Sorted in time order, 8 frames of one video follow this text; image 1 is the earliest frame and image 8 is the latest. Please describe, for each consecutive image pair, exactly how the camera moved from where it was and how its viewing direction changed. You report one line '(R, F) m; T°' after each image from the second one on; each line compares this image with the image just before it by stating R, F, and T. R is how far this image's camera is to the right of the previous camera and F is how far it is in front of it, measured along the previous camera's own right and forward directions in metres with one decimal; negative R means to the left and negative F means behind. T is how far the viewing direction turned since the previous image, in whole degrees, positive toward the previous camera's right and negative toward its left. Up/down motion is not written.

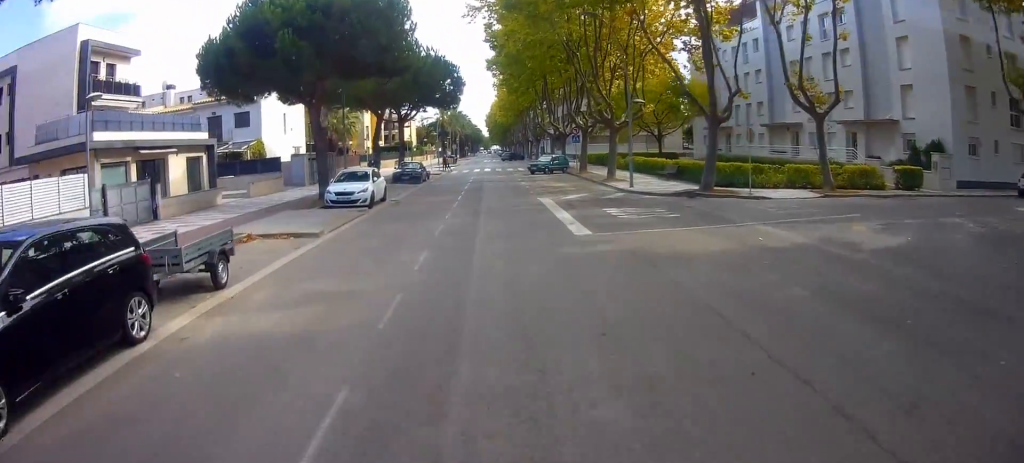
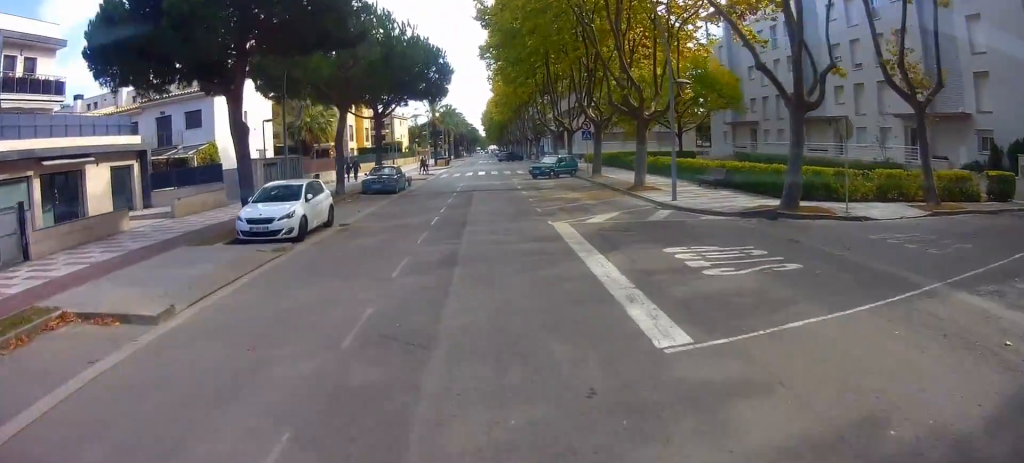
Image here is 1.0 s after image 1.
(+0.3, +5.9) m; +2°
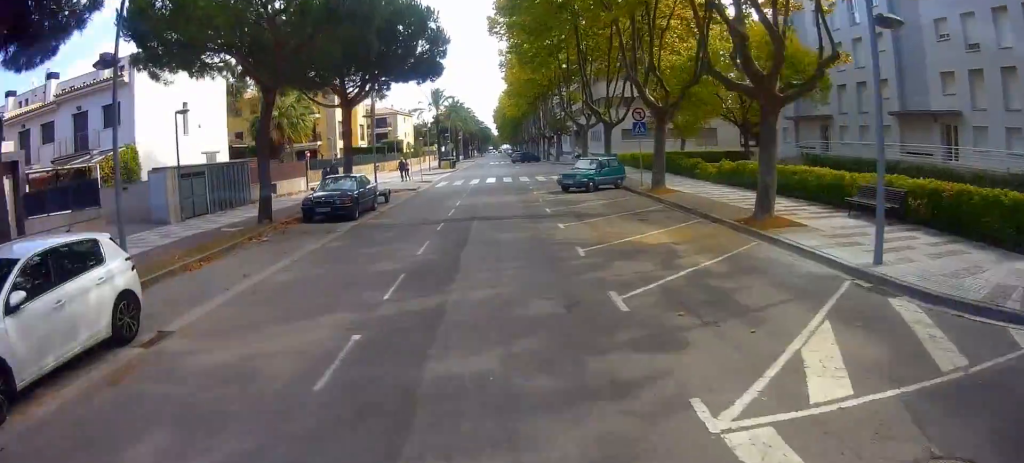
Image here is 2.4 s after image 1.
(-0.2, +9.3) m; -3°
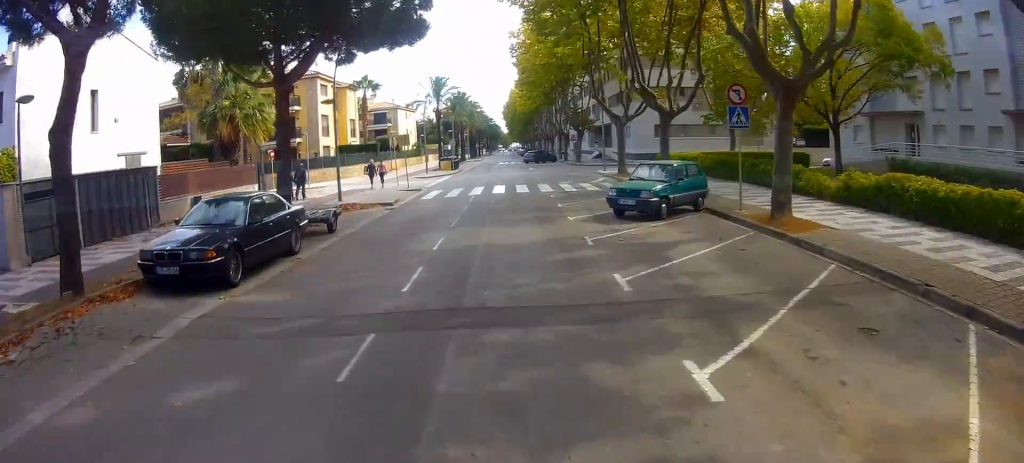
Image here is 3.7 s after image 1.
(-0.5, +9.0) m; -7°
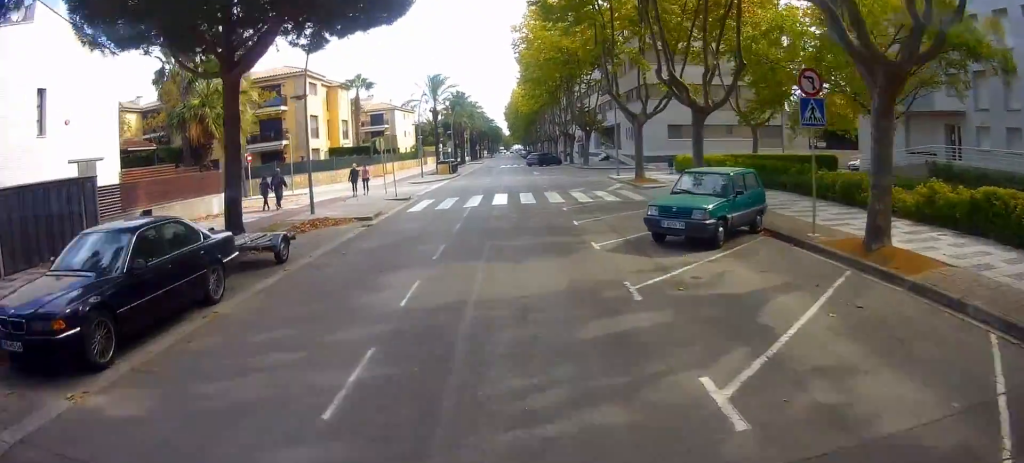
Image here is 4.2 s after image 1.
(-0.5, +3.7) m; 0°
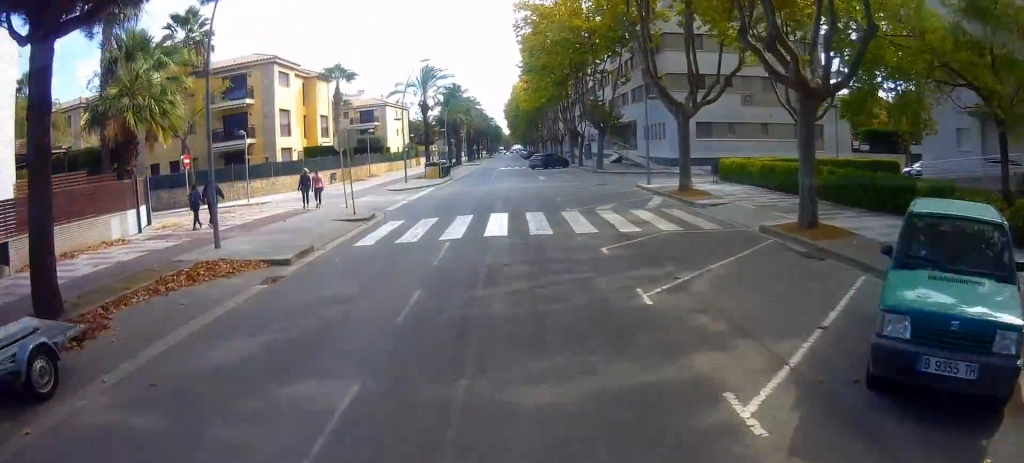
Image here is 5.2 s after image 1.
(+0.6, +7.2) m; +6°
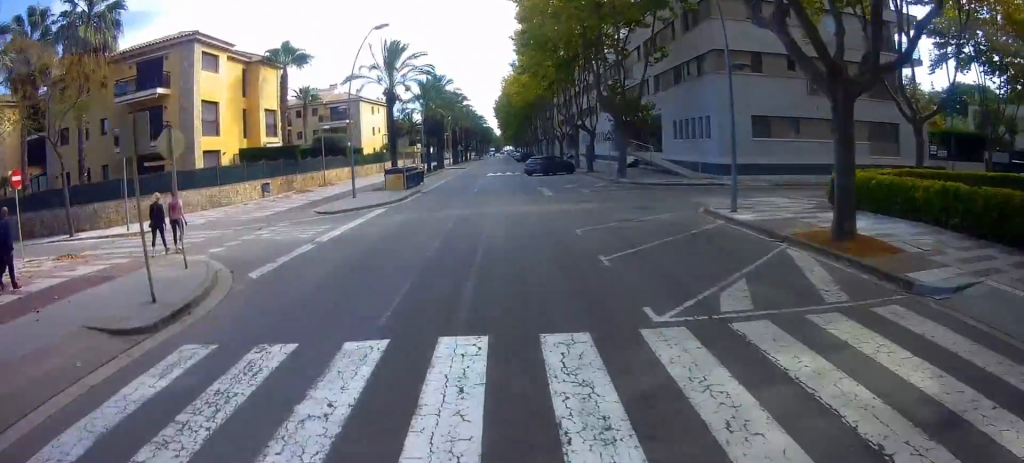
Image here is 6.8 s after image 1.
(+0.2, +11.2) m; +1°
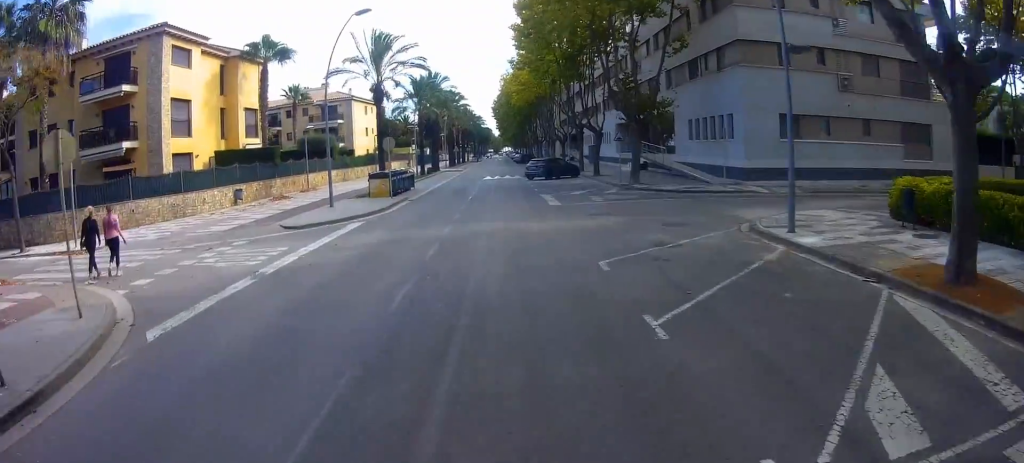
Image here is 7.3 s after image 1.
(0.0, +3.4) m; 0°
